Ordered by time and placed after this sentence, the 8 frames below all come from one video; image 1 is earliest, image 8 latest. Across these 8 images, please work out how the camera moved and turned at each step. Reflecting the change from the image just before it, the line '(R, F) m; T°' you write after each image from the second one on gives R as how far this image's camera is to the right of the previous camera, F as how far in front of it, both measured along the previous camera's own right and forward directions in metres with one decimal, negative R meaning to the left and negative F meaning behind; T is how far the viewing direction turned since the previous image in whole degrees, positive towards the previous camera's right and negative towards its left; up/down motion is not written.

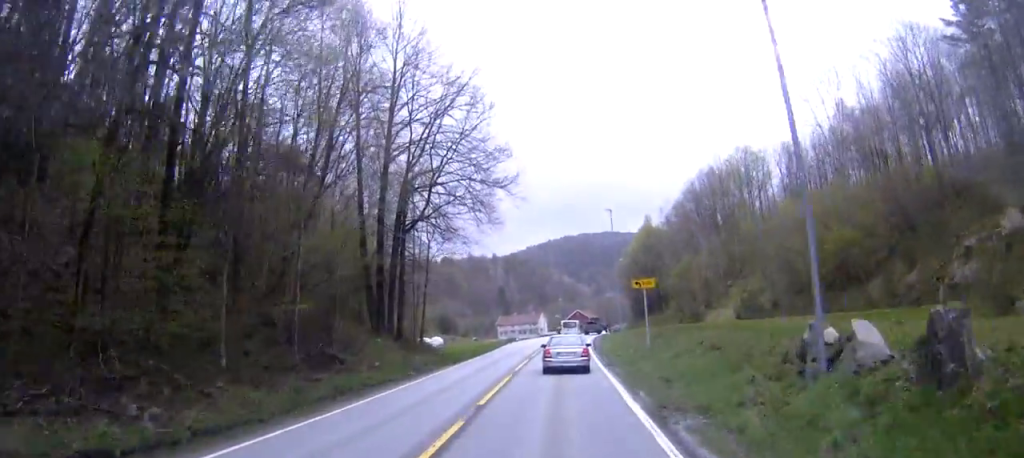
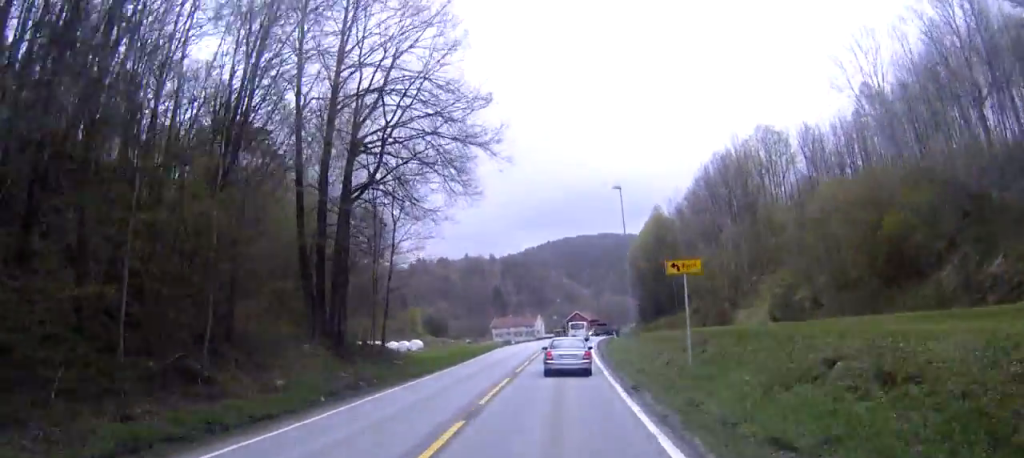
(0.0, +12.0) m; -1°
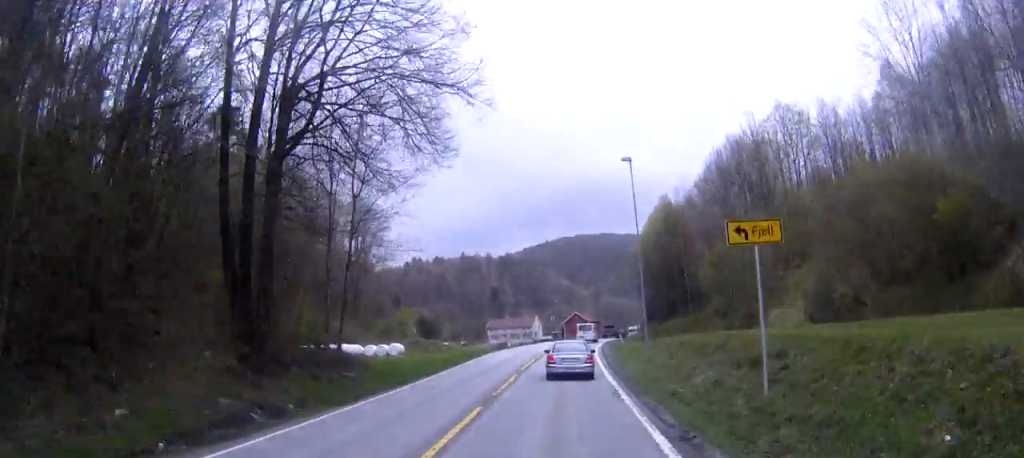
(-0.1, +8.9) m; -1°
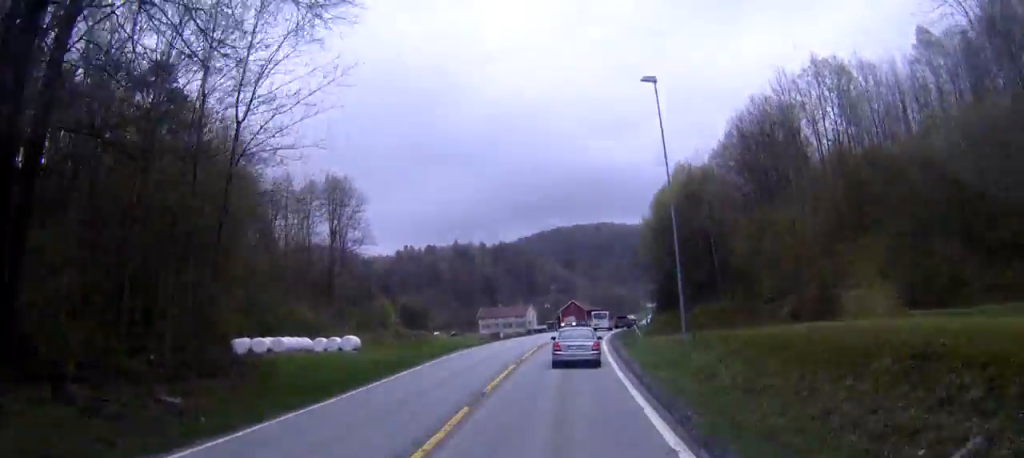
(-0.2, +14.3) m; -1°
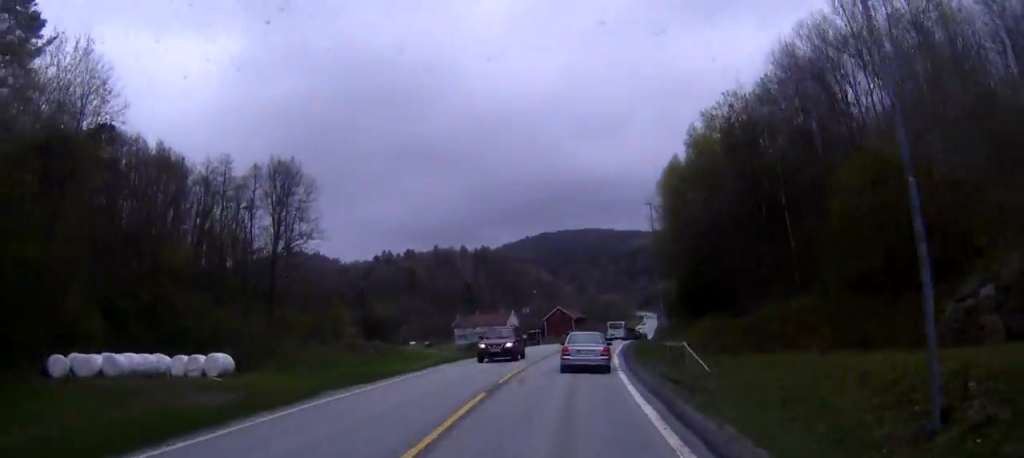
(-0.1, +20.8) m; +1°
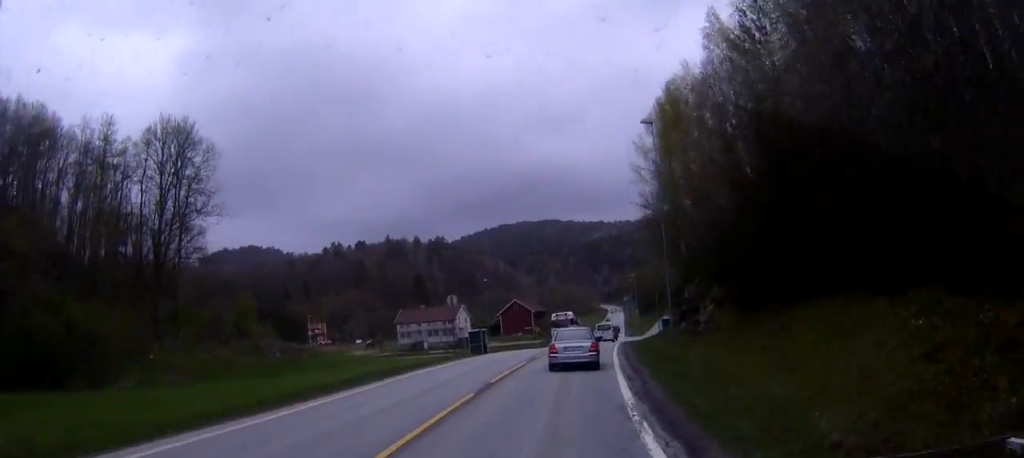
(+0.7, +23.9) m; +2°
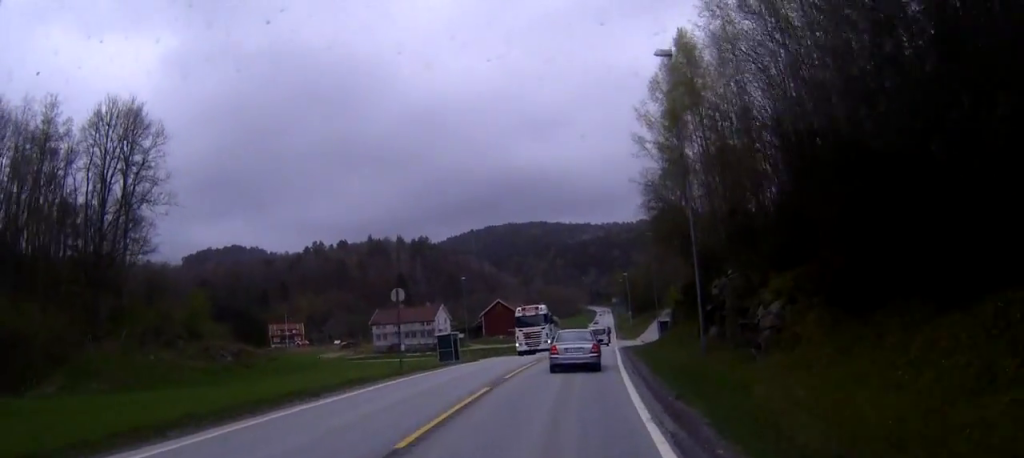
(0.0, +10.8) m; 0°
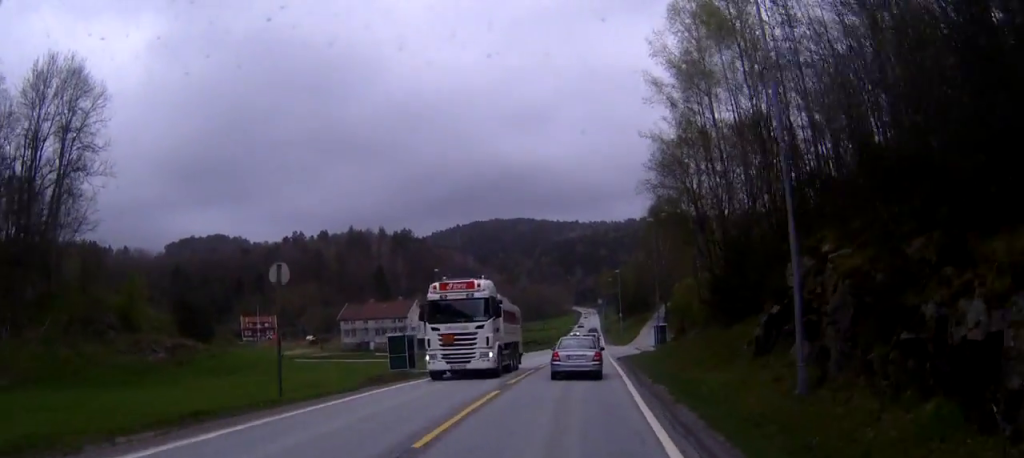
(0.0, +11.9) m; +1°
